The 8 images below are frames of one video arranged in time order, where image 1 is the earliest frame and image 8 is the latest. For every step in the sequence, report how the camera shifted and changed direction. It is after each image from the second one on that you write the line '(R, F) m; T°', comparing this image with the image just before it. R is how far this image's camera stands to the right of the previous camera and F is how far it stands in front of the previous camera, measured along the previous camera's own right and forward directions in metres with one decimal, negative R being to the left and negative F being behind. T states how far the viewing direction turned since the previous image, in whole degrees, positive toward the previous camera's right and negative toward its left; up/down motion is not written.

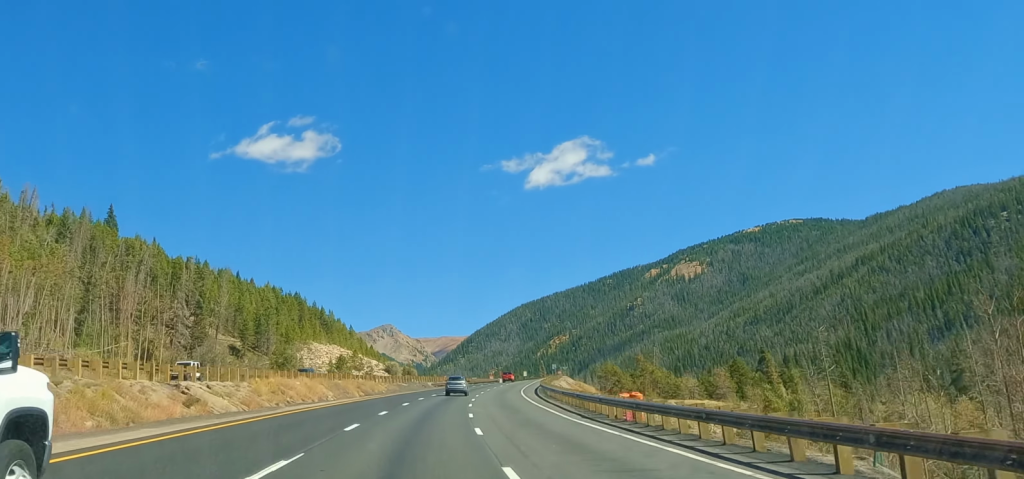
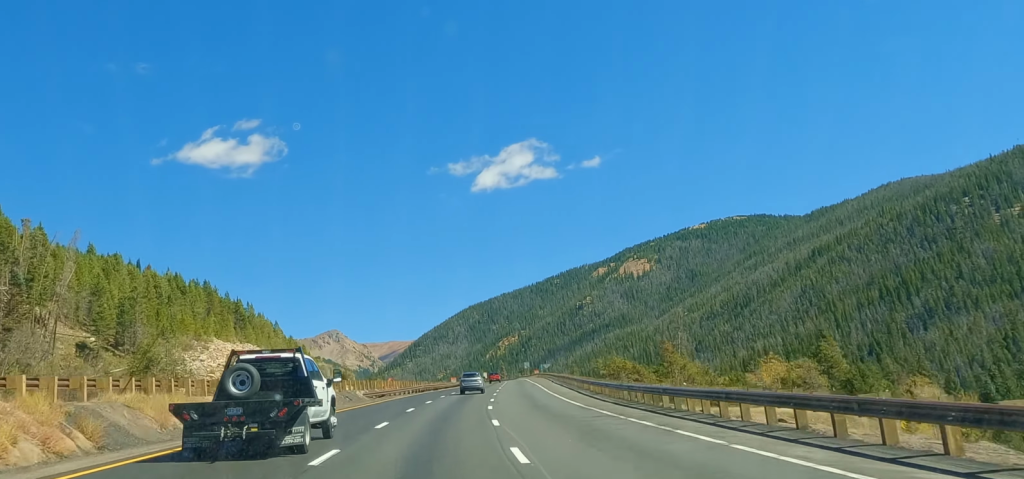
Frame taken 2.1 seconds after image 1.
(+2.2, +58.2) m; +4°
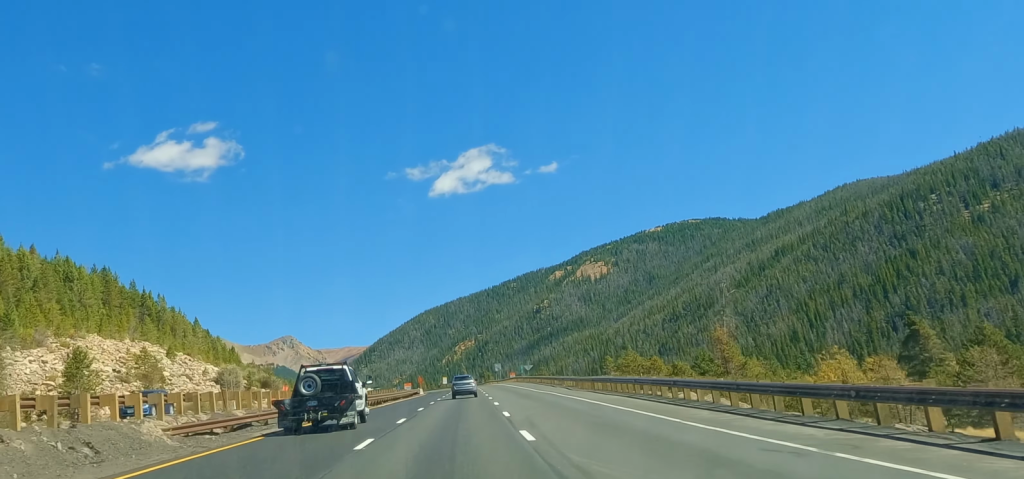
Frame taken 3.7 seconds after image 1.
(+1.2, +43.4) m; +2°
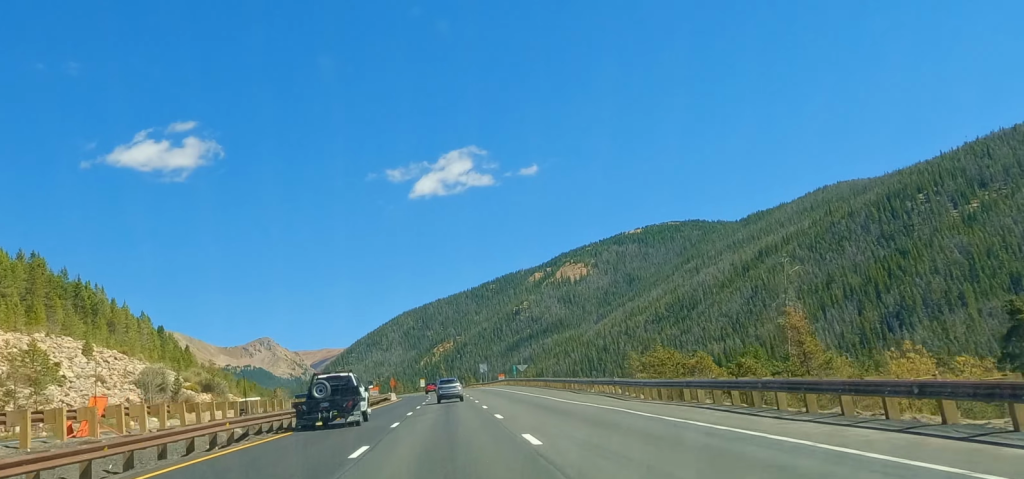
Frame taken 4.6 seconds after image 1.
(+0.4, +24.9) m; 0°
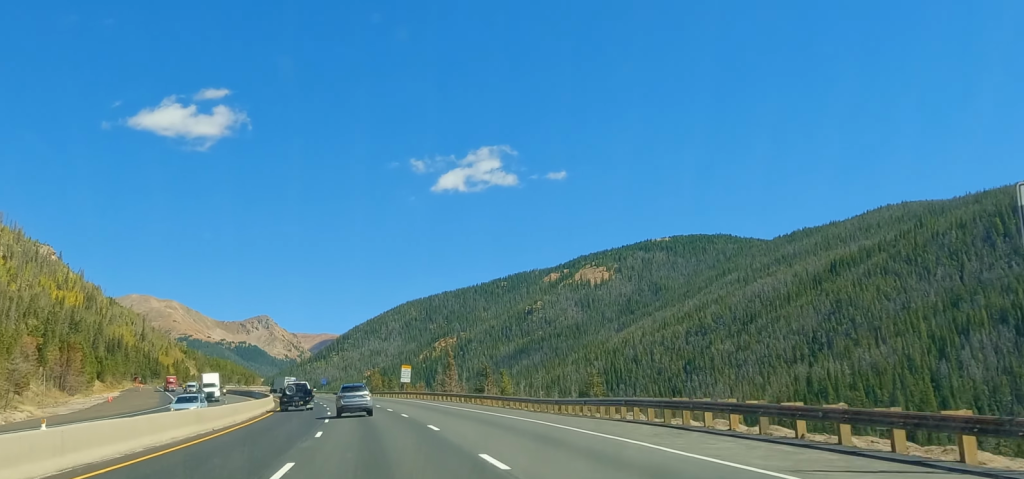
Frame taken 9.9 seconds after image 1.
(-5.4, +149.1) m; -5°
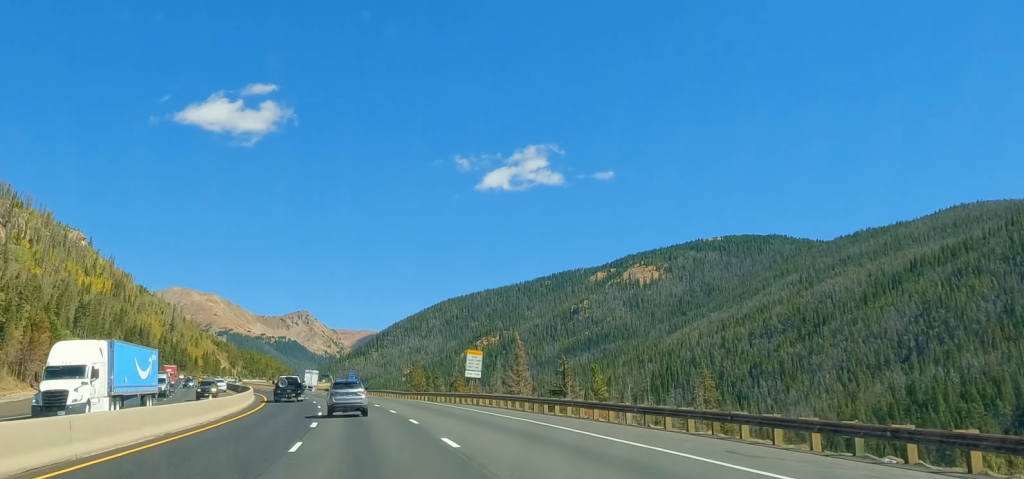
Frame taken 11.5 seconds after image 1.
(+0.1, +45.0) m; -4°
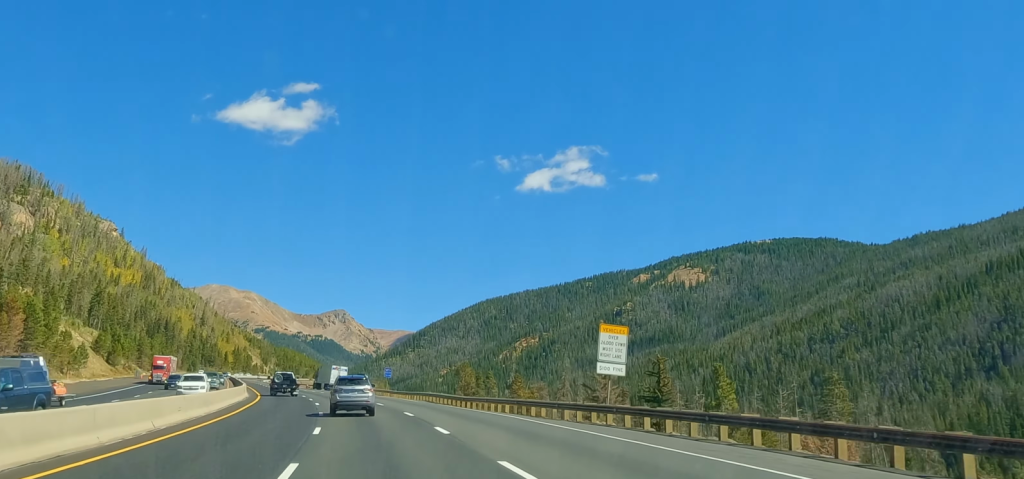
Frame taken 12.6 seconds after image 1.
(-1.7, +31.0) m; -3°
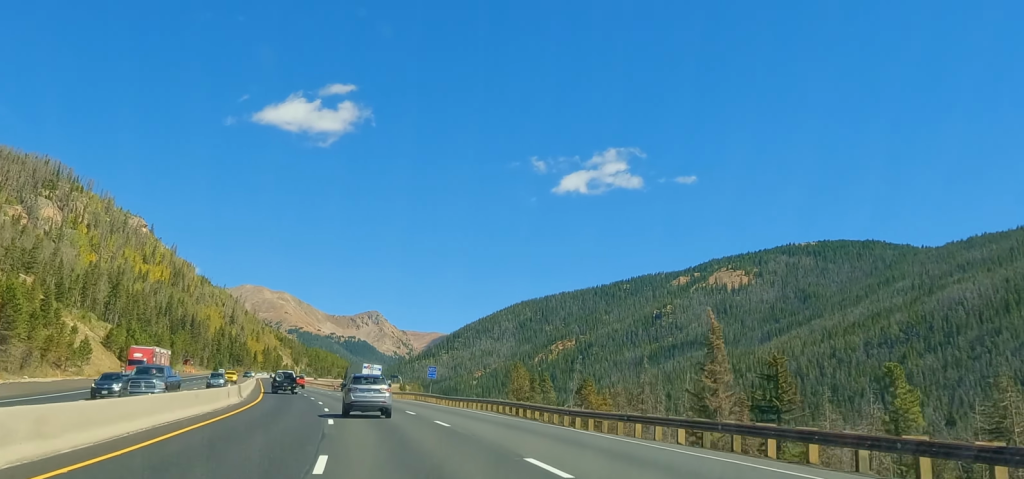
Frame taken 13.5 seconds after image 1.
(-1.1, +23.6) m; -3°
